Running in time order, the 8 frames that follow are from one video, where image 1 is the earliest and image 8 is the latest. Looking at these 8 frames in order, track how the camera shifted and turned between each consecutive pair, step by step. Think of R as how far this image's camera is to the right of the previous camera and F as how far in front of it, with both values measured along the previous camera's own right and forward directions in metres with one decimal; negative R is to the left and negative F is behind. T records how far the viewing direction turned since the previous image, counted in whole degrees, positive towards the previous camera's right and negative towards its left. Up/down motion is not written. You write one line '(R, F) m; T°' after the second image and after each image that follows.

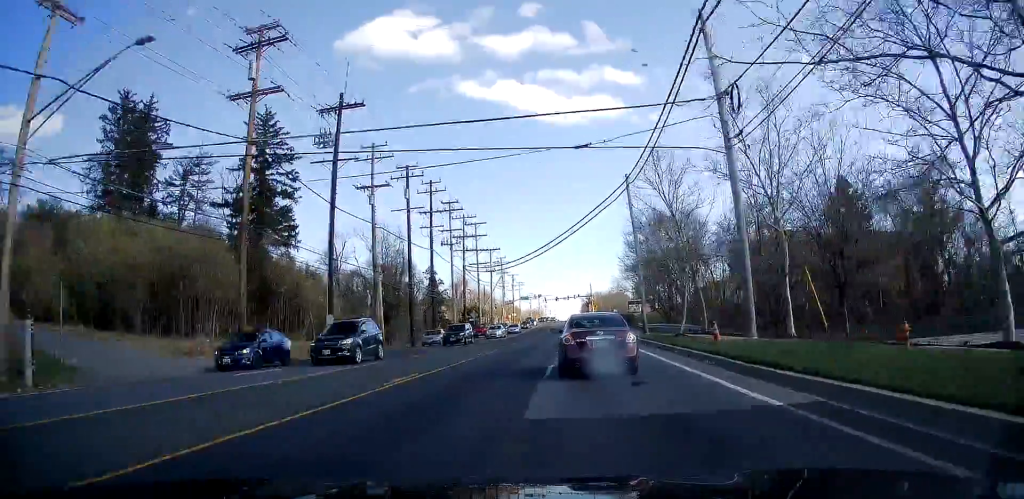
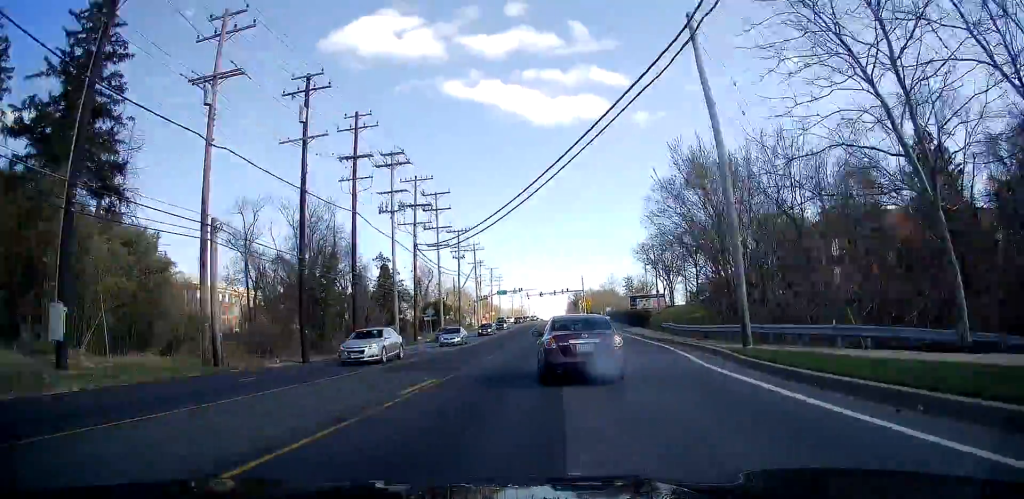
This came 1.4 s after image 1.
(-0.3, +25.0) m; -1°
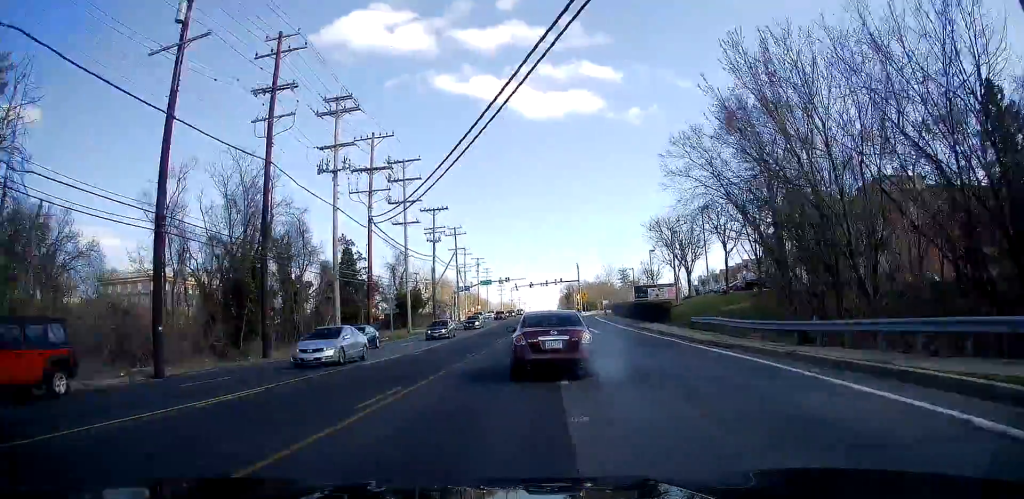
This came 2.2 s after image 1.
(-0.1, +15.0) m; +1°
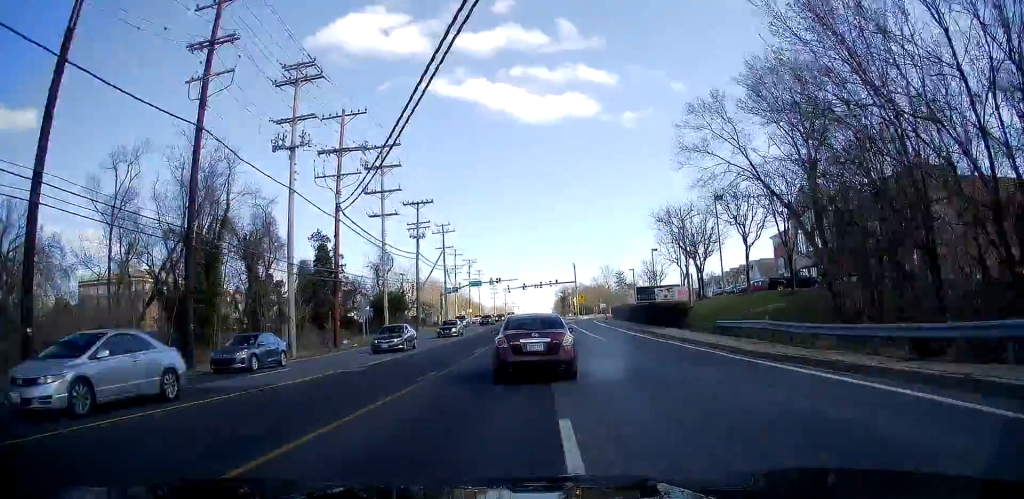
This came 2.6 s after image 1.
(+0.1, +7.4) m; +1°
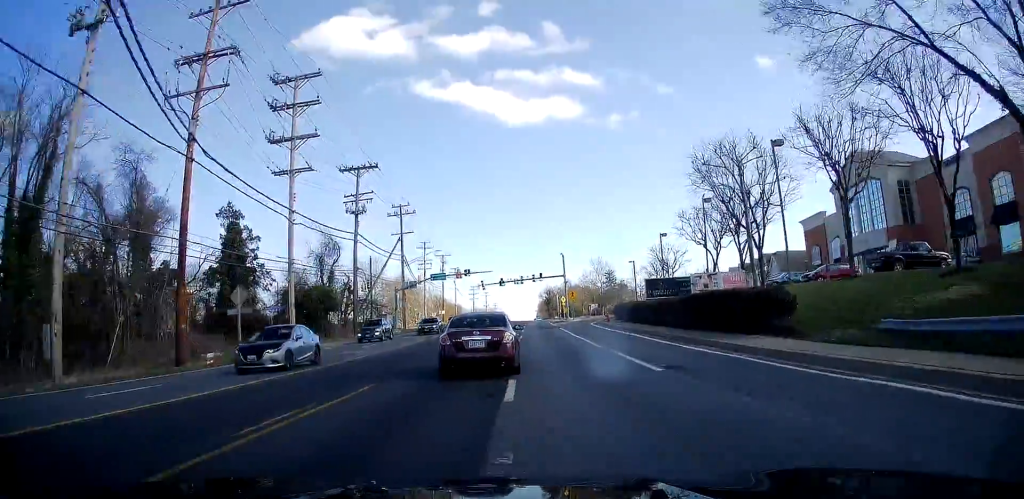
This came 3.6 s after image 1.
(+0.4, +19.1) m; +1°
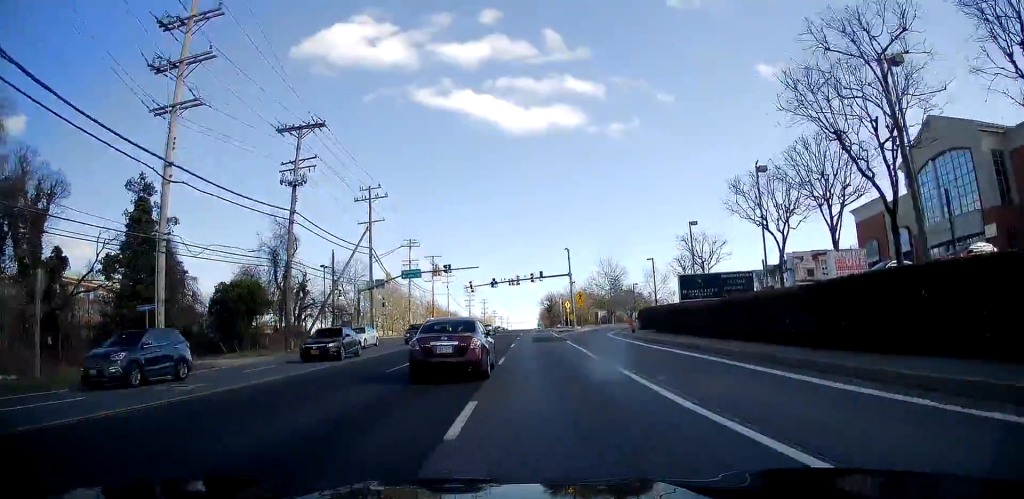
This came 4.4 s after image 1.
(0.0, +14.9) m; +1°
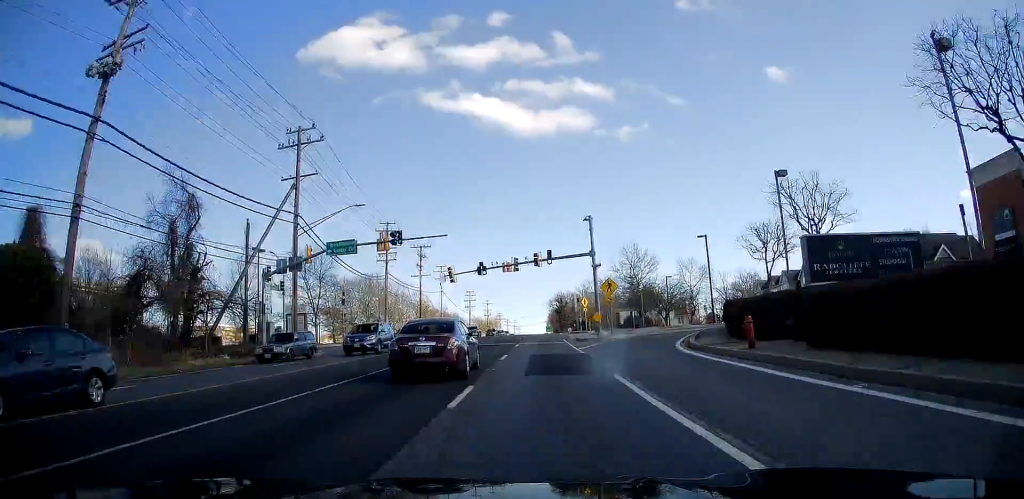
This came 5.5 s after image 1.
(+0.1, +21.6) m; 0°
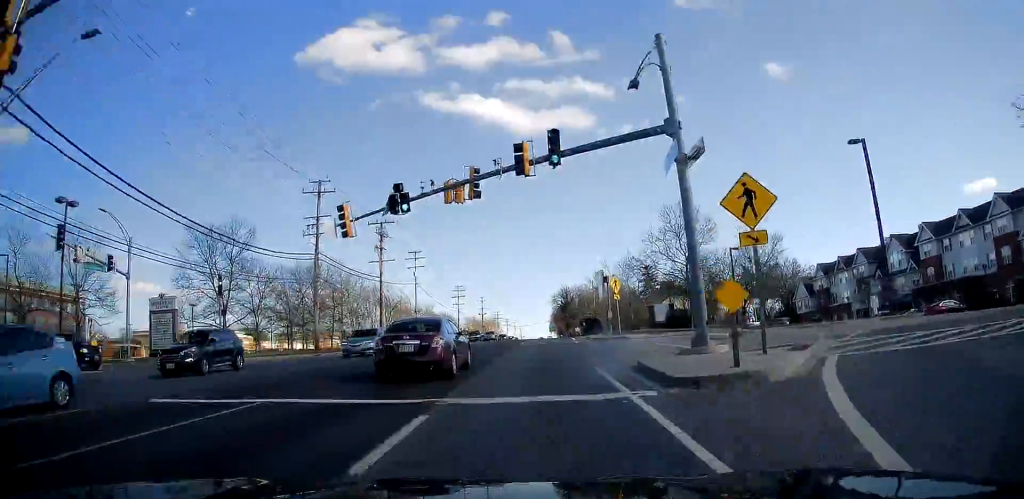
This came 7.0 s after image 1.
(-0.1, +28.0) m; -1°
